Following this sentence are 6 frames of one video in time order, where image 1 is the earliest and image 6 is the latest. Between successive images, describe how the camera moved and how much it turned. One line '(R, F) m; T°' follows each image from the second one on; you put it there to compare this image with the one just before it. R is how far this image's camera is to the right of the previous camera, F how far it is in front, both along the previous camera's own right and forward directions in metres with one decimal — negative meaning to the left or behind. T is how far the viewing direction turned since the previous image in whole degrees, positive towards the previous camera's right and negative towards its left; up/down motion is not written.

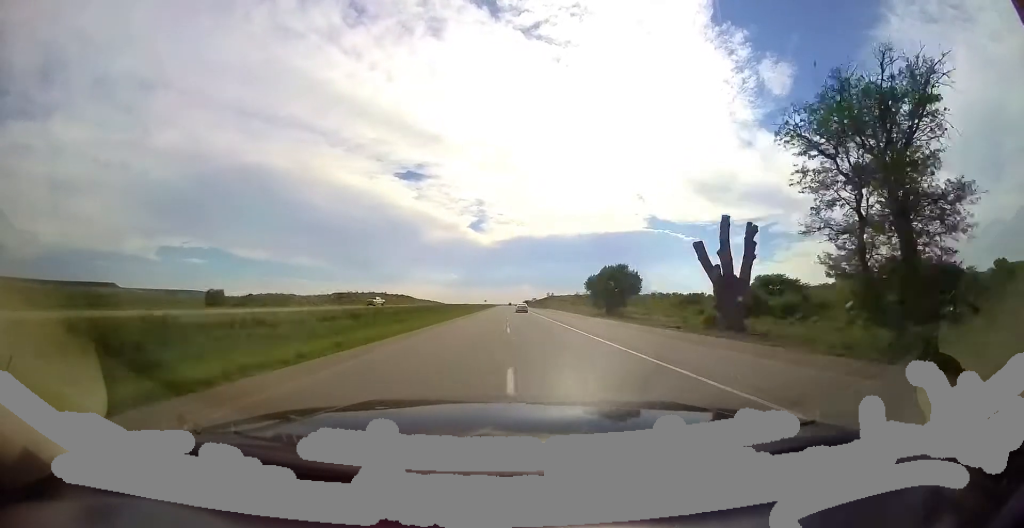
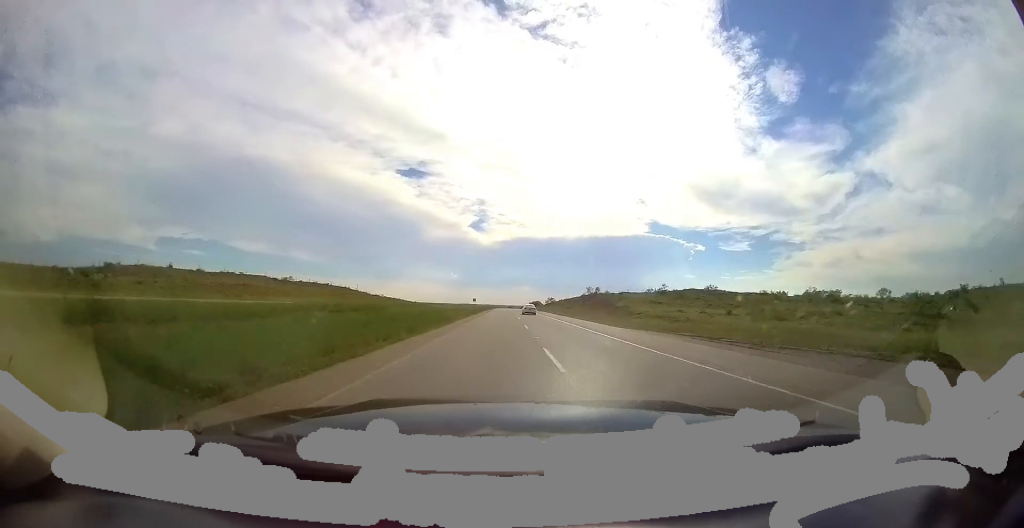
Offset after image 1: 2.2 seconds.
(+0.3, +81.7) m; 0°
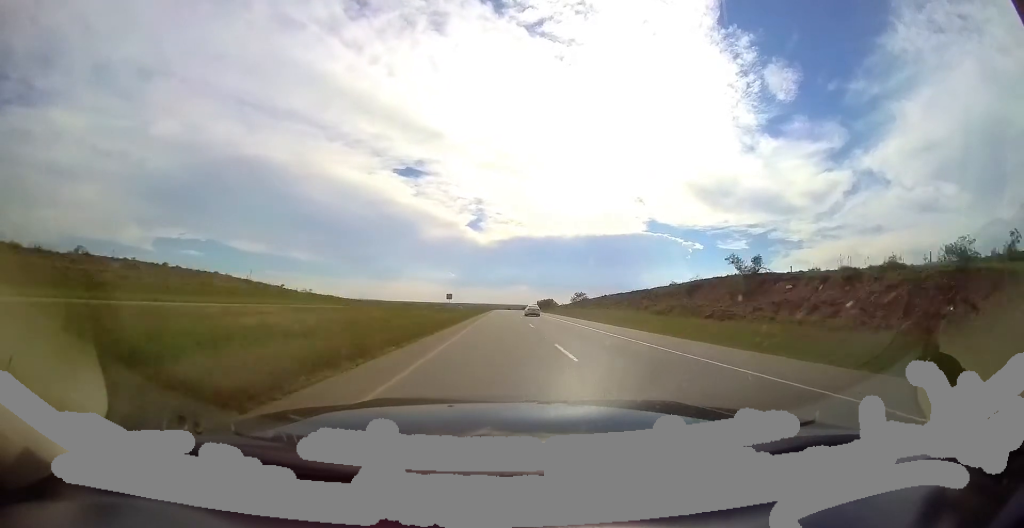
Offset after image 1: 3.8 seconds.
(-0.2, +59.5) m; 0°
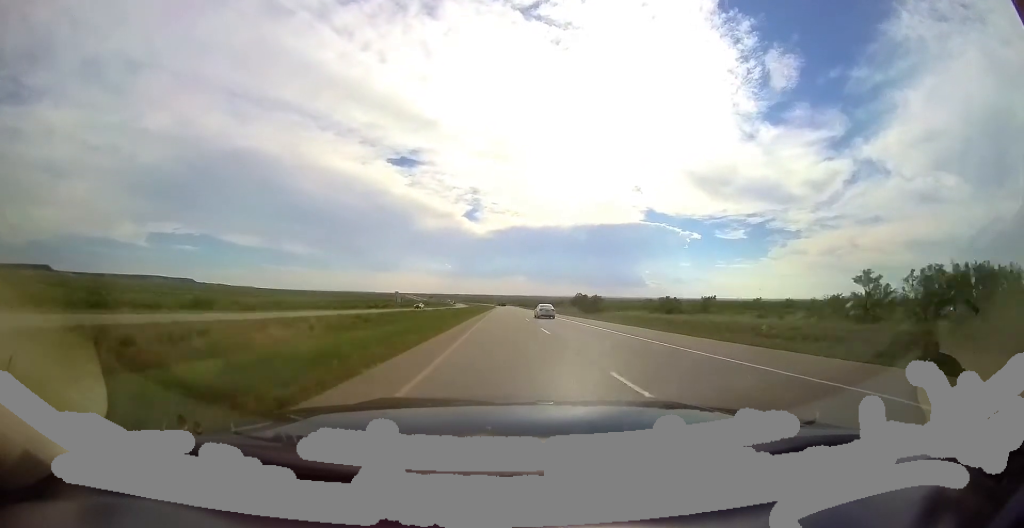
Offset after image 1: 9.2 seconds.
(+0.5, +200.3) m; +1°
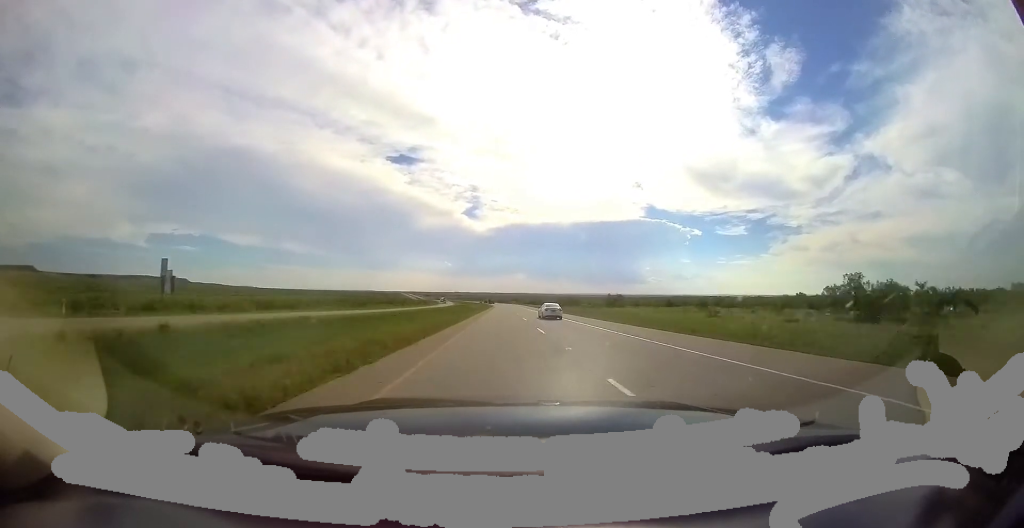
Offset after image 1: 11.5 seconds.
(+1.1, +85.7) m; 0°
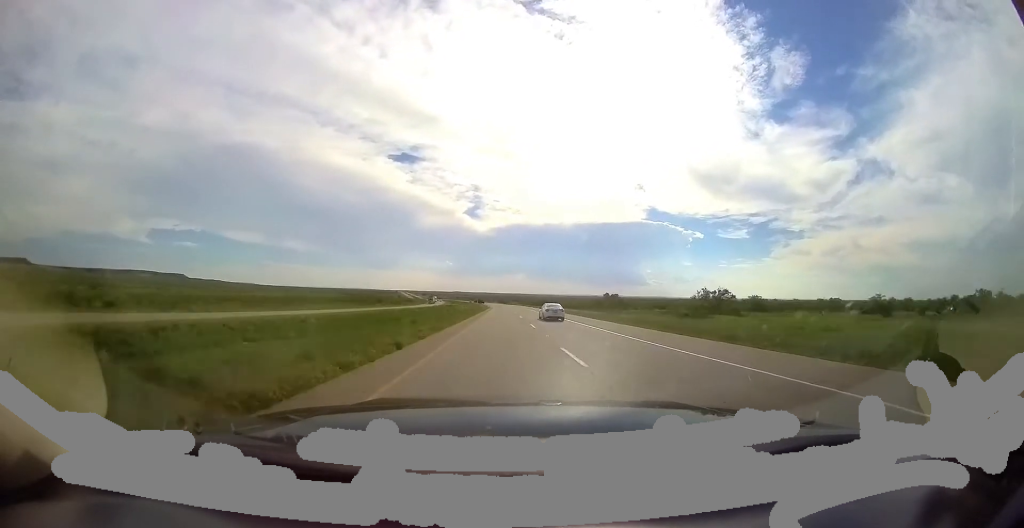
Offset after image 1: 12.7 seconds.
(-0.2, +44.0) m; -1°
